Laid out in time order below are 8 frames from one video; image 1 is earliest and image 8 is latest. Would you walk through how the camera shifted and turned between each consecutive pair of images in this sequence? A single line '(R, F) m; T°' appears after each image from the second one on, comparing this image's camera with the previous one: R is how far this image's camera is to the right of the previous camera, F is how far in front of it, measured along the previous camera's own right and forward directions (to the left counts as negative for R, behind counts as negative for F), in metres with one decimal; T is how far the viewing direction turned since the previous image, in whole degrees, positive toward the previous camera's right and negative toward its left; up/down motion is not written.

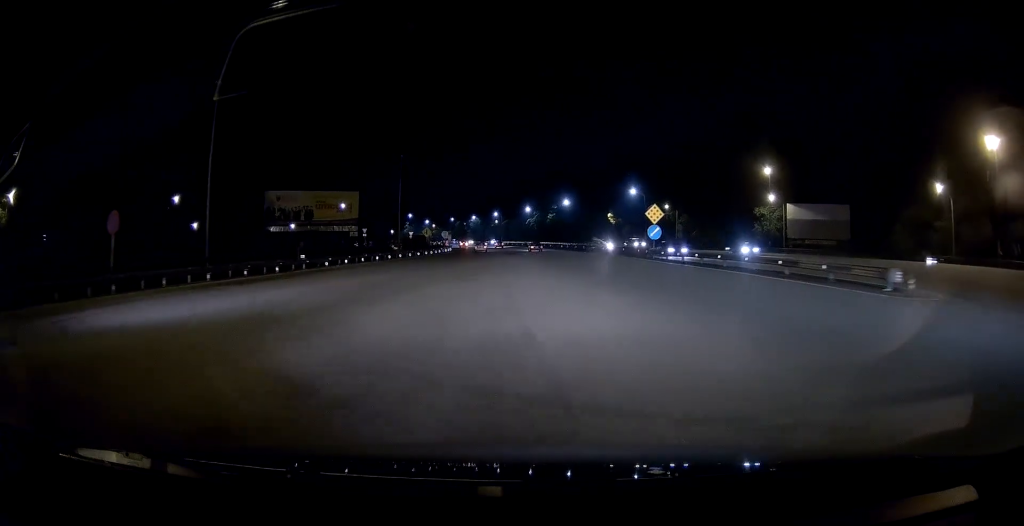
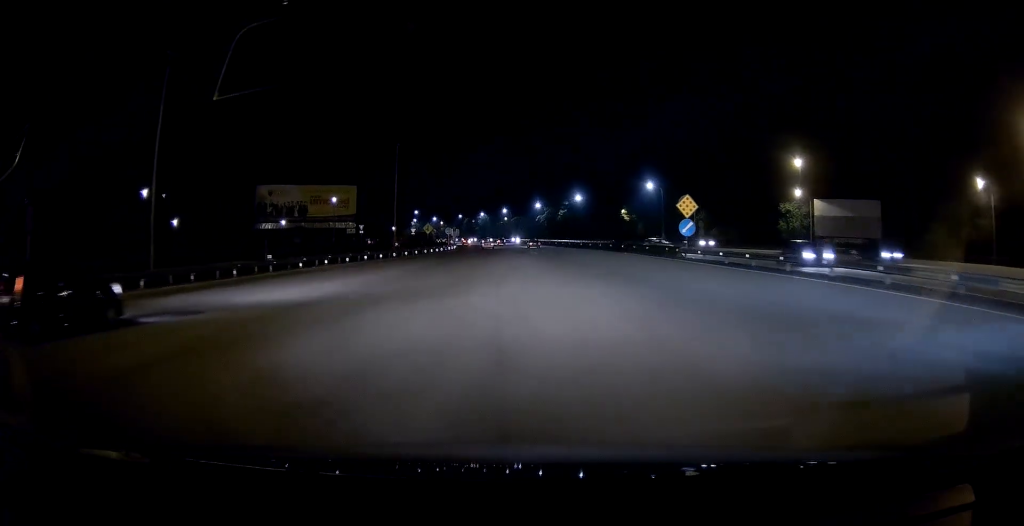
(-0.1, +7.2) m; -1°
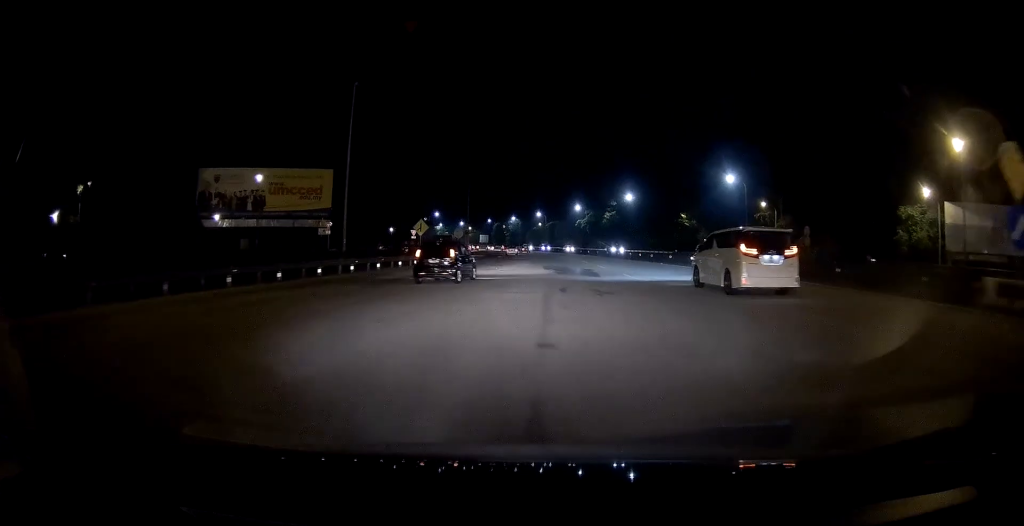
(-1.0, +28.4) m; -4°
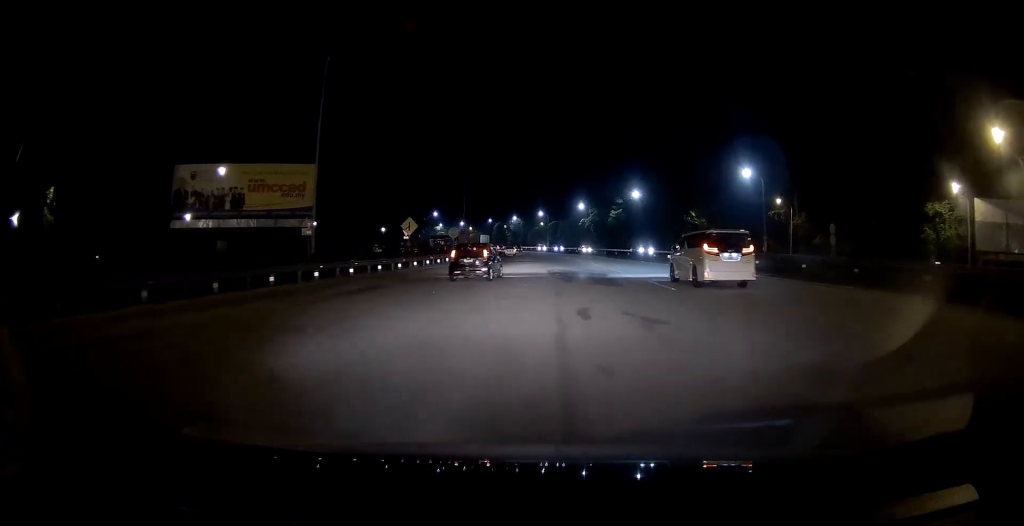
(-0.1, +6.0) m; 0°
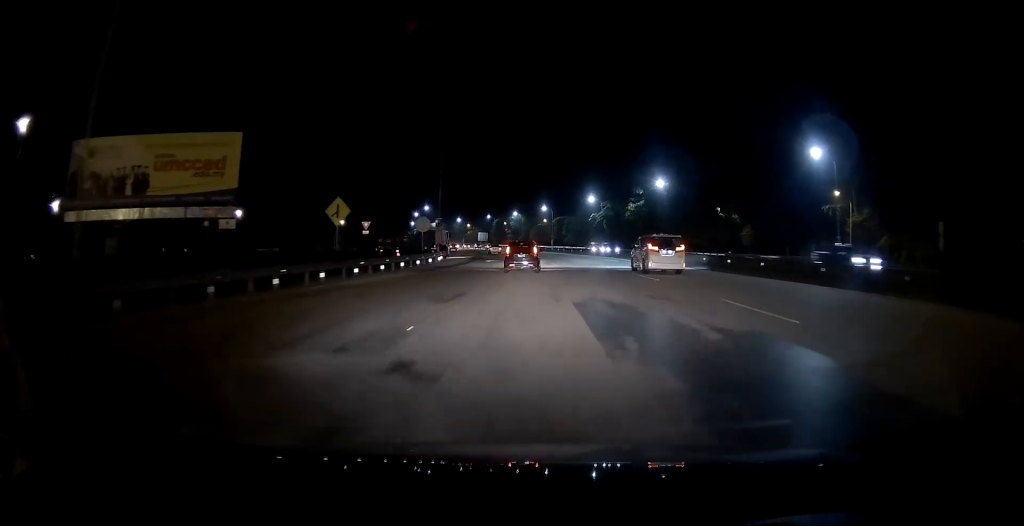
(0.0, +19.9) m; -1°
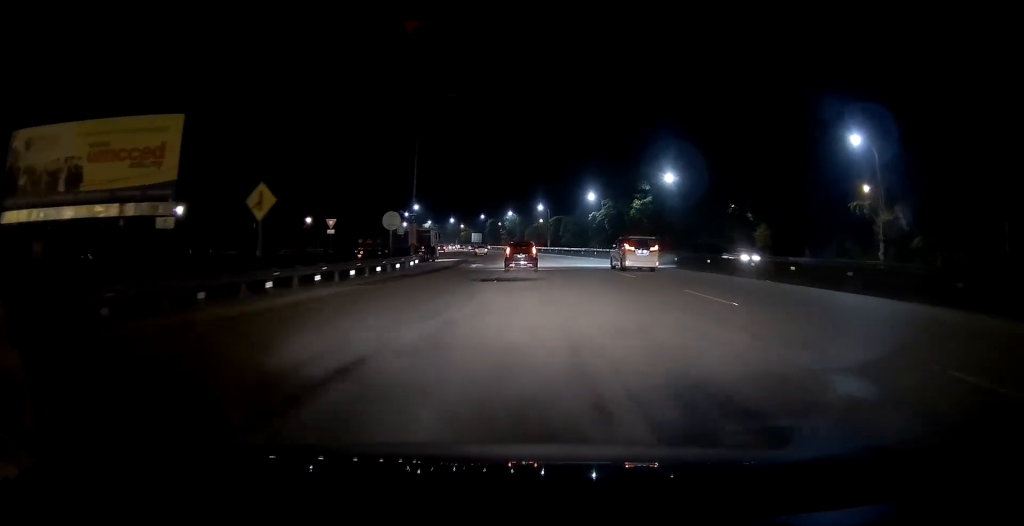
(0.0, +9.1) m; 0°
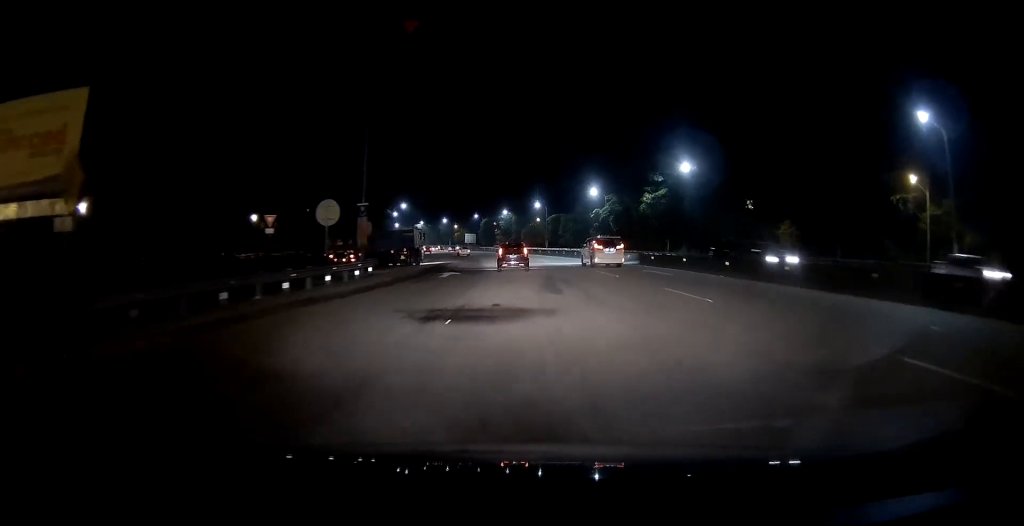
(-0.1, +11.2) m; +1°
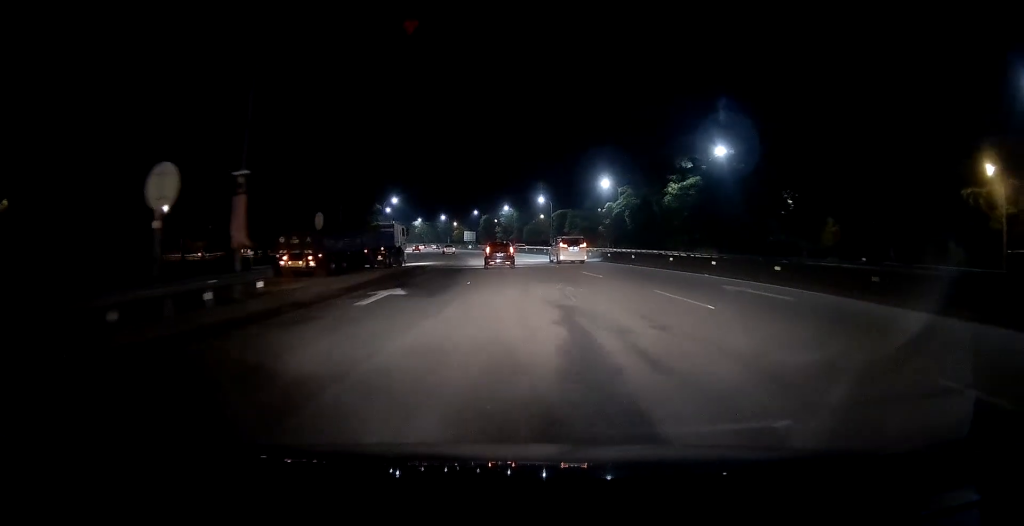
(+0.3, +13.3) m; 0°
